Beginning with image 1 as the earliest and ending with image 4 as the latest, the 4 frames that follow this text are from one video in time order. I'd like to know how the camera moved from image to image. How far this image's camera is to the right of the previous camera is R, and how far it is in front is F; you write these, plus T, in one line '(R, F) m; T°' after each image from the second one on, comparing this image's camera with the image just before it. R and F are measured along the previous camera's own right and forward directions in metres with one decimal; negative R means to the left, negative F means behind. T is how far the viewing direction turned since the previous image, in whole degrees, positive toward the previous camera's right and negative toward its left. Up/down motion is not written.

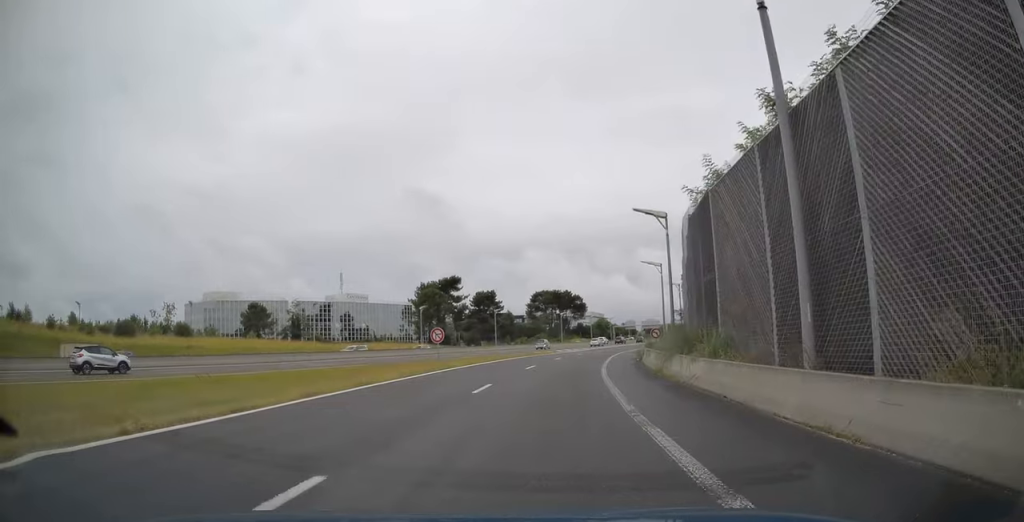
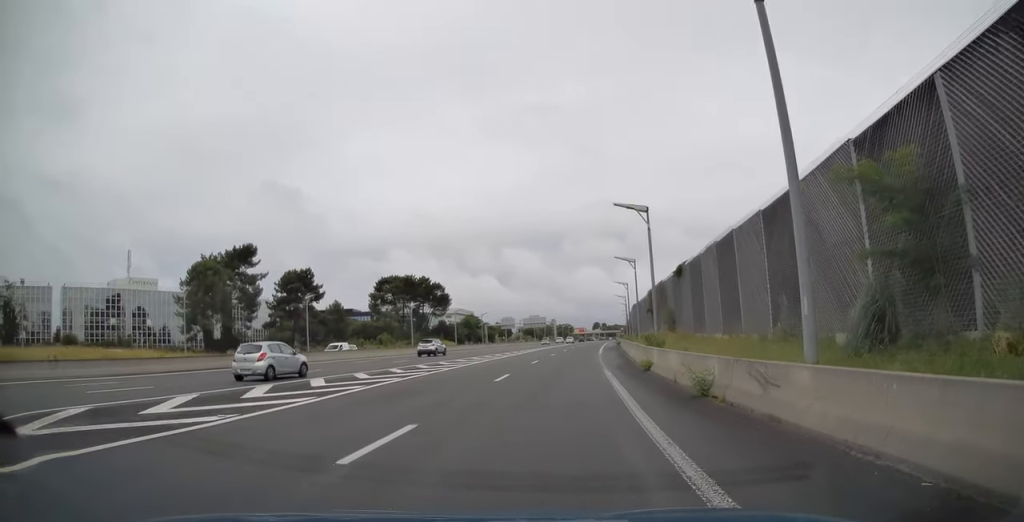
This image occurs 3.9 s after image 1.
(+6.7, +61.0) m; +13°
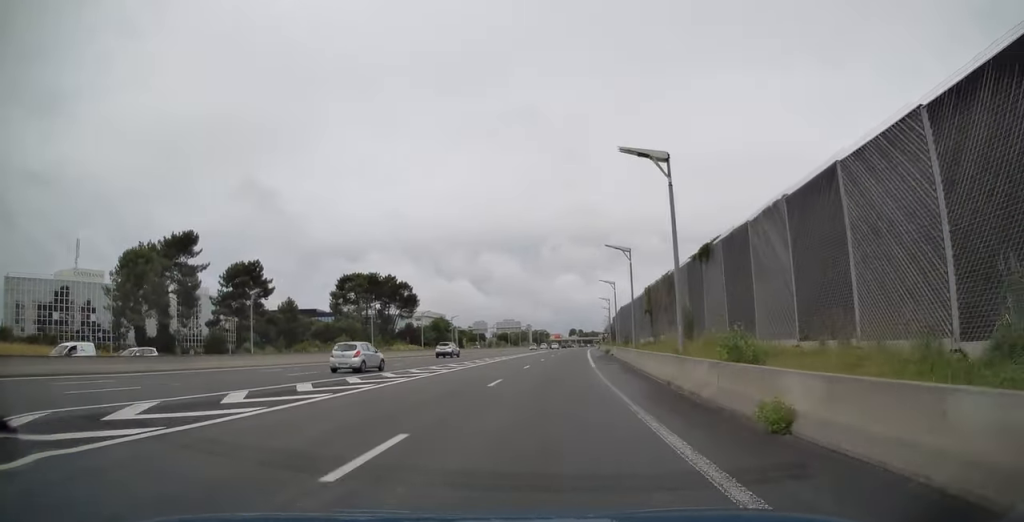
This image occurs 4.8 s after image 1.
(+0.4, +14.0) m; +2°
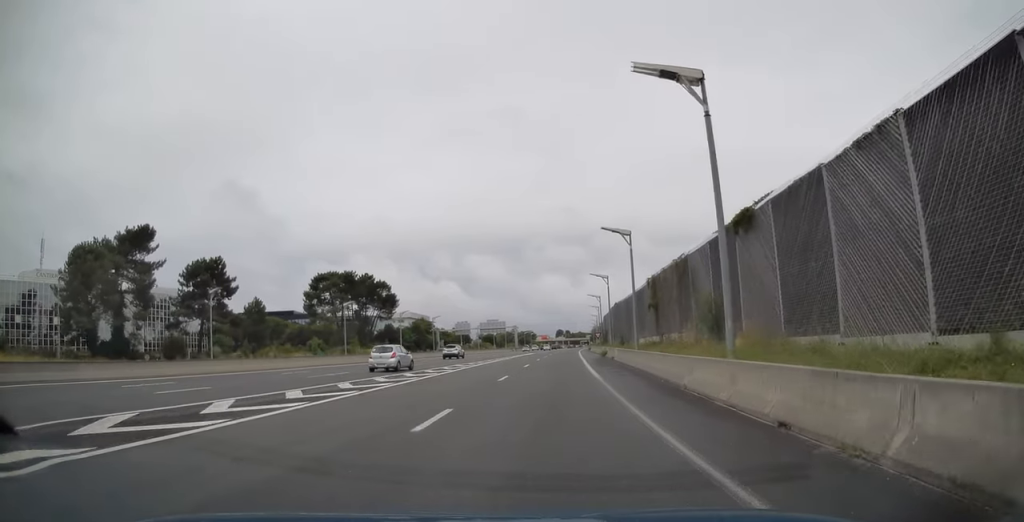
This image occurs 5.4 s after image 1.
(0.0, +9.3) m; +2°
